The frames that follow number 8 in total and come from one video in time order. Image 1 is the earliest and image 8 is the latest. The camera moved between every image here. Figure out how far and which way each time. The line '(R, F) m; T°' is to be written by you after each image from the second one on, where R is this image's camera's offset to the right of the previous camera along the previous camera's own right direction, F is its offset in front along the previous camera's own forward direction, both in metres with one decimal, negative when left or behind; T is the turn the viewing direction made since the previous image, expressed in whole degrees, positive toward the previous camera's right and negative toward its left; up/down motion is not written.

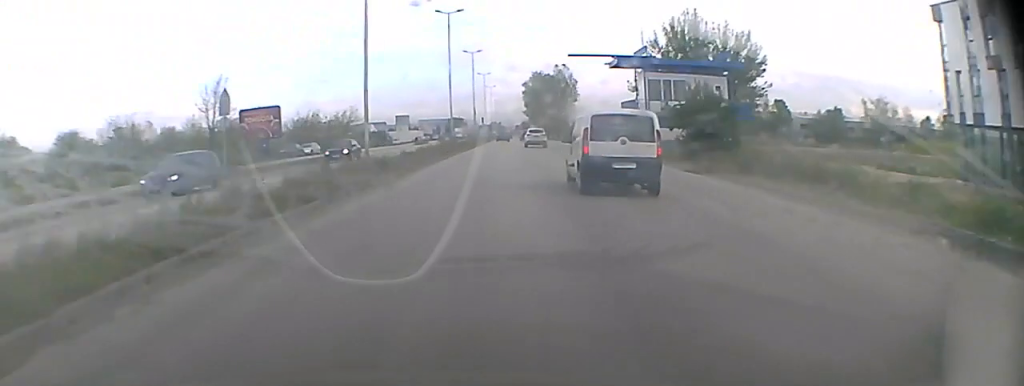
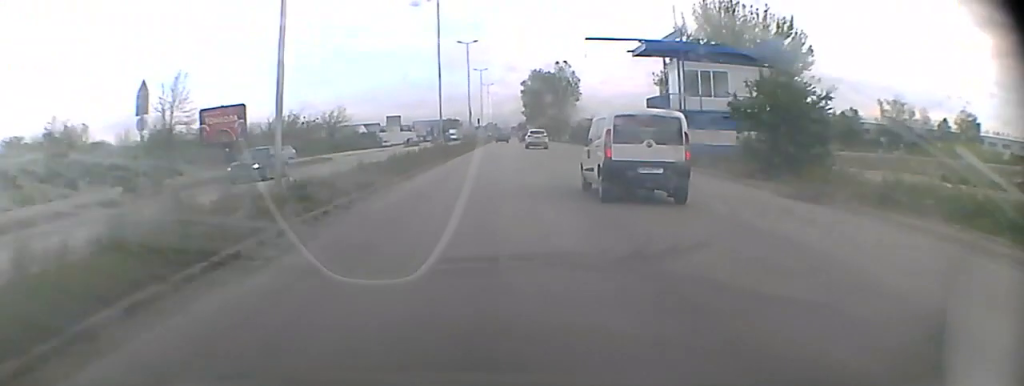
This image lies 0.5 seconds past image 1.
(0.0, +9.7) m; 0°
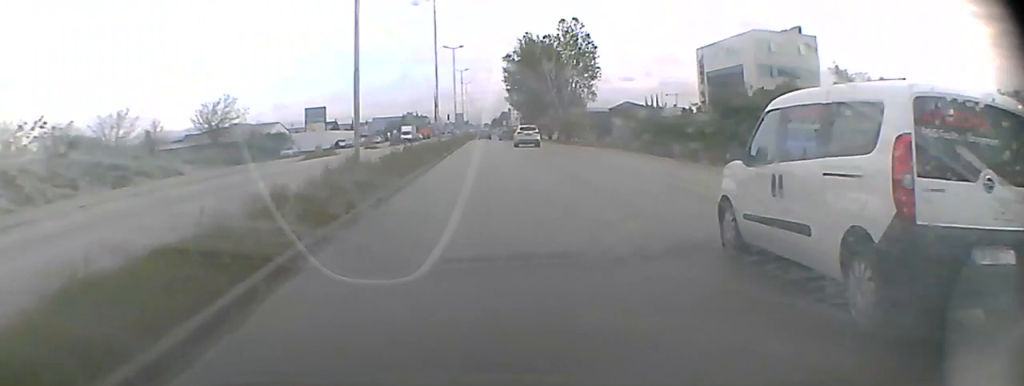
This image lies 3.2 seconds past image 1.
(+0.3, +54.3) m; +1°
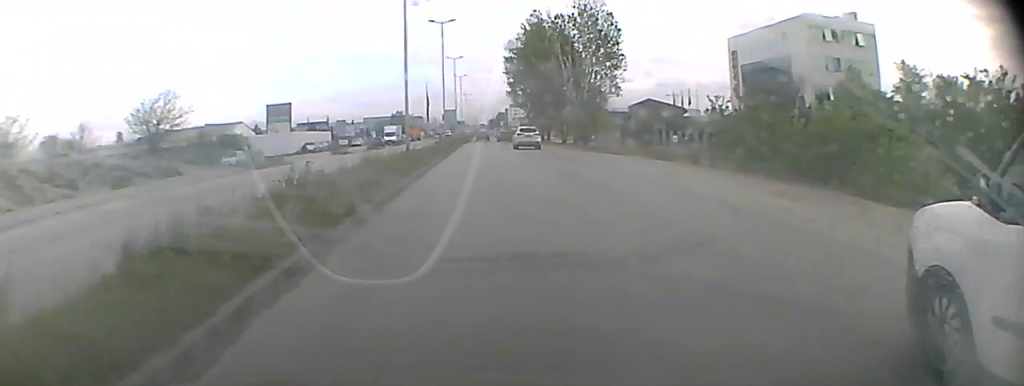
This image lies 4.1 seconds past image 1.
(+0.1, +18.9) m; 0°
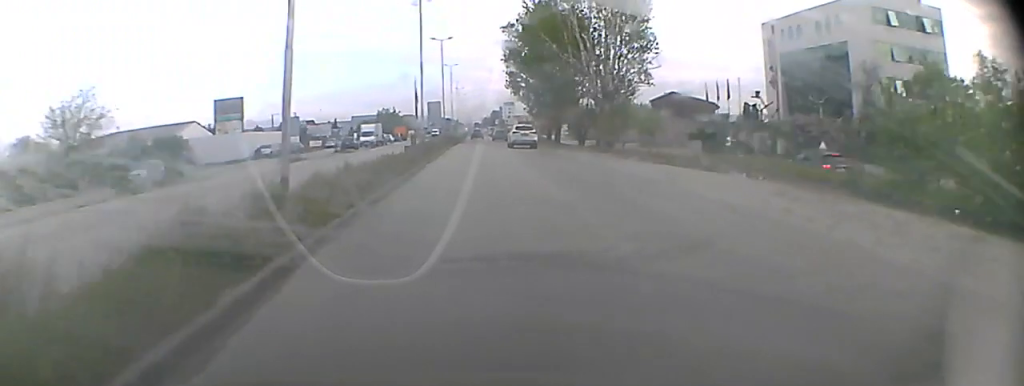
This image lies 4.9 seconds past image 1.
(0.0, +17.1) m; 0°
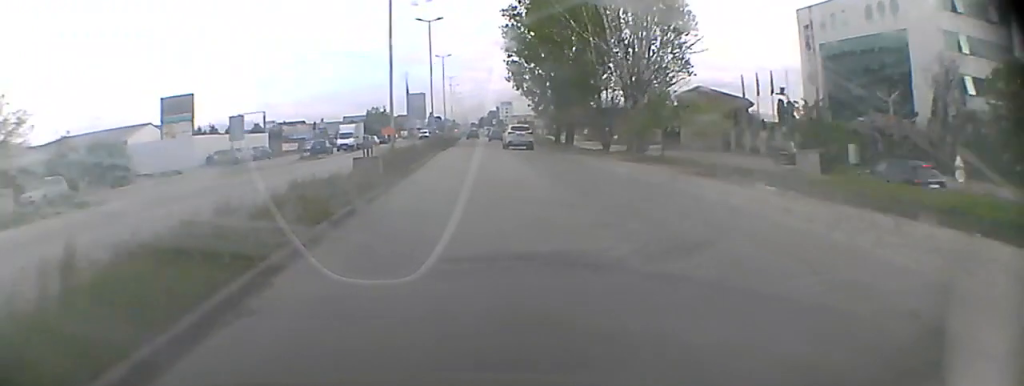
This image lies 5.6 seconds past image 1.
(0.0, +15.1) m; 0°
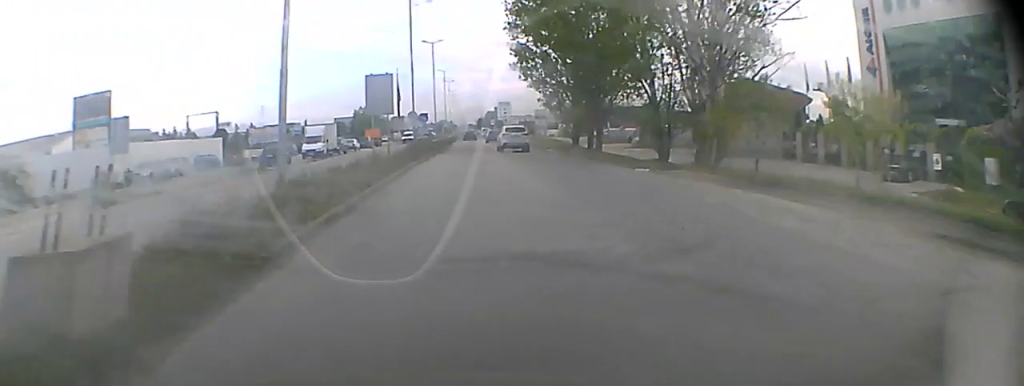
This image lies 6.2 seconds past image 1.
(0.0, +15.1) m; 0°
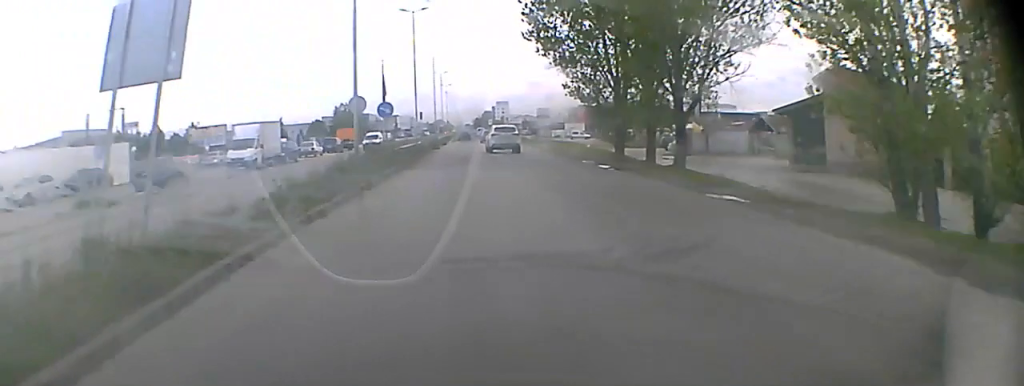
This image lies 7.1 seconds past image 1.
(+0.1, +19.5) m; 0°
